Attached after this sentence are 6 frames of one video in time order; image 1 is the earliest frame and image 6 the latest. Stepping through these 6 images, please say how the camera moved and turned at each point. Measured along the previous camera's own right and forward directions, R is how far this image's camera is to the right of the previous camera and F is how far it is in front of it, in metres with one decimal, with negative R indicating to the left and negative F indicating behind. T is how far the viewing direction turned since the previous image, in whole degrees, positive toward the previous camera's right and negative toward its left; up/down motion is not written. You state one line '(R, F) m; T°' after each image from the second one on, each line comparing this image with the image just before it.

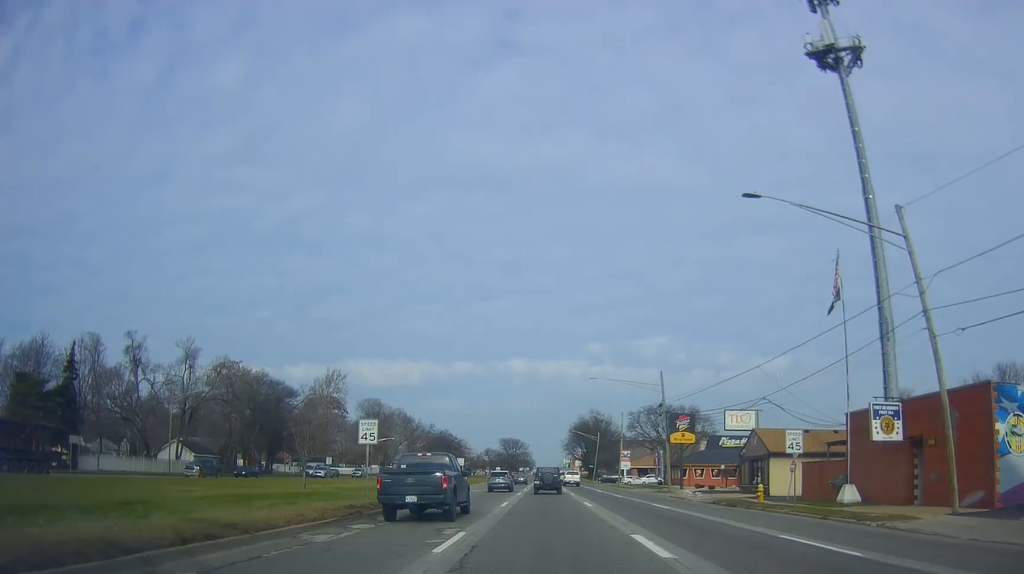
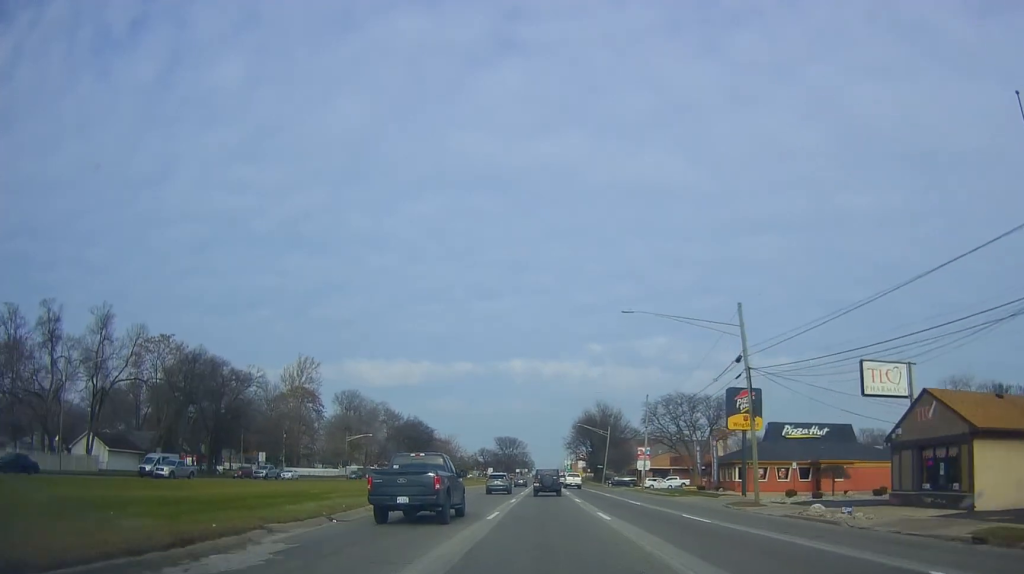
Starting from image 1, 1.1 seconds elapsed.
(+0.2, +22.9) m; -1°
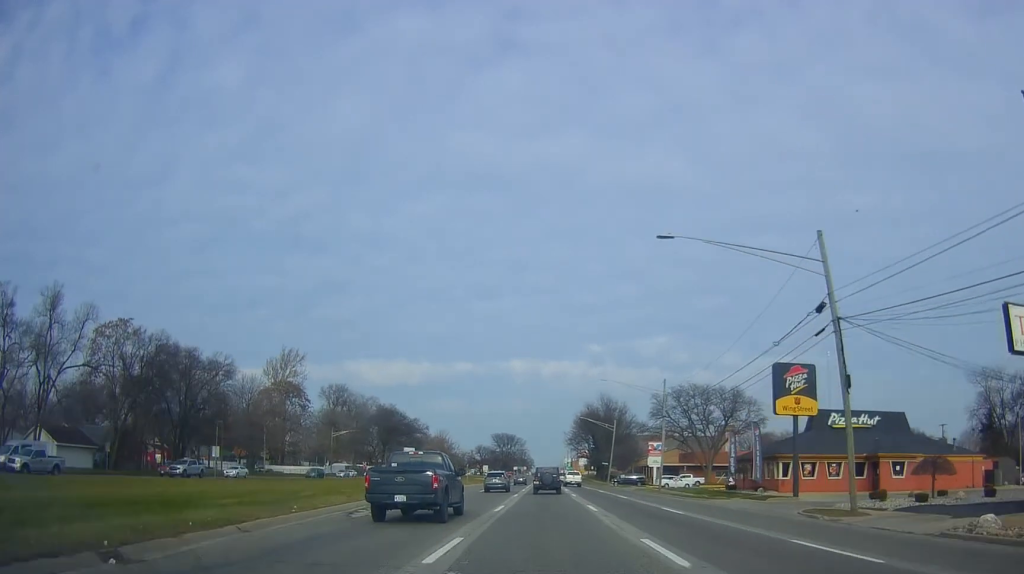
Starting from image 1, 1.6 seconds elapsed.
(-0.1, +10.8) m; -1°
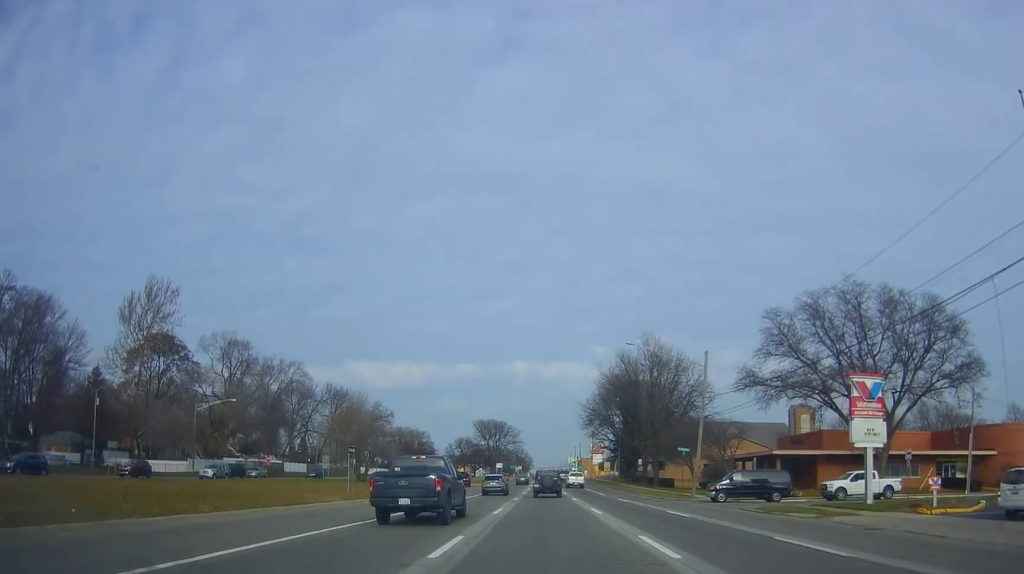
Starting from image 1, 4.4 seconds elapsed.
(0.0, +61.5) m; +2°
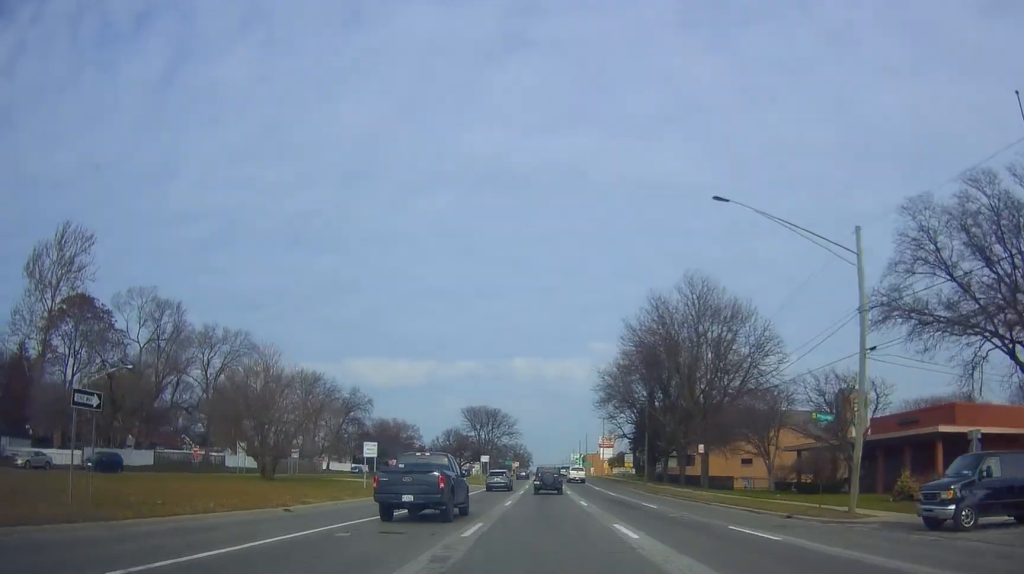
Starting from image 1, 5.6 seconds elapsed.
(-0.2, +25.0) m; 0°
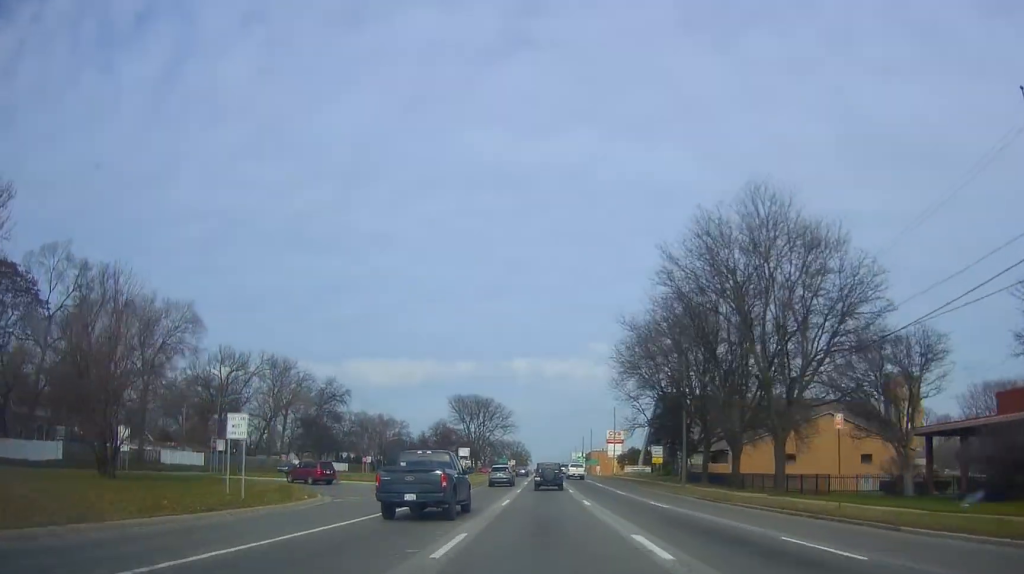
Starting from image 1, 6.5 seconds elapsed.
(+0.2, +19.1) m; -1°
